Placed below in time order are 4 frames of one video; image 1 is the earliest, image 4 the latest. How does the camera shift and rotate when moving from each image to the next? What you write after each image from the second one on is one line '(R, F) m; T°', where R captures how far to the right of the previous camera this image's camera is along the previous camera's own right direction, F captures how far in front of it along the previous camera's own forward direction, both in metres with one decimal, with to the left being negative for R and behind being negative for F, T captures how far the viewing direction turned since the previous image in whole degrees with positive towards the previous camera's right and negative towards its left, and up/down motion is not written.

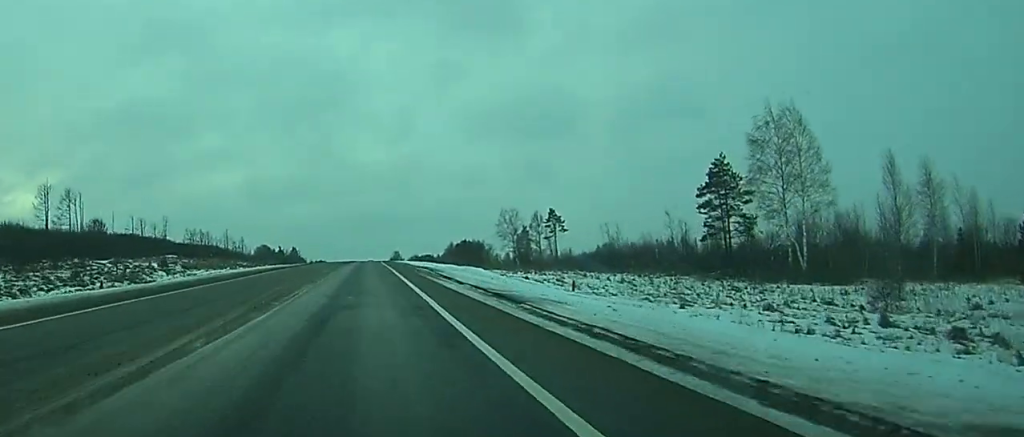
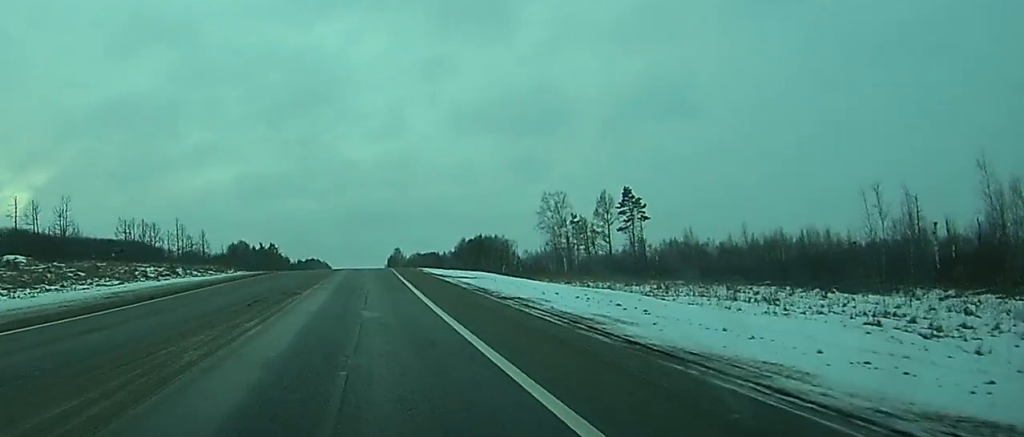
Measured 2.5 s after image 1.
(-0.2, +63.5) m; 0°
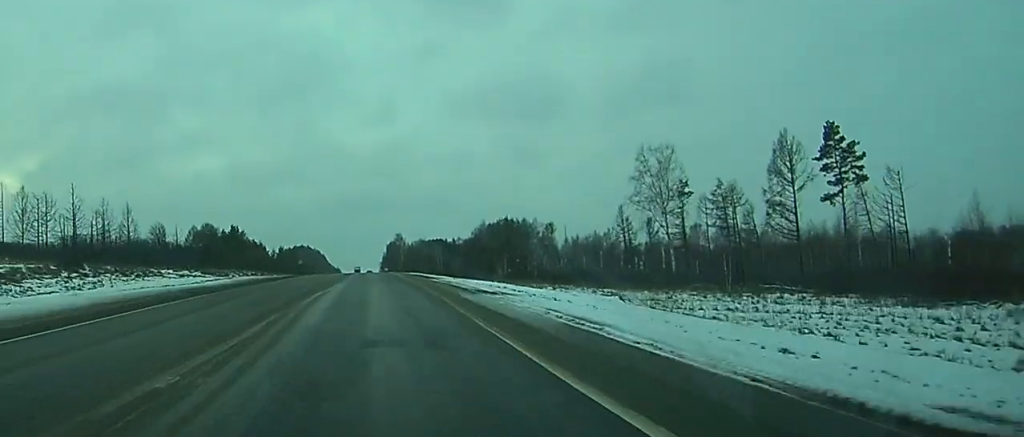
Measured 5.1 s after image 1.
(+0.5, +66.7) m; +1°
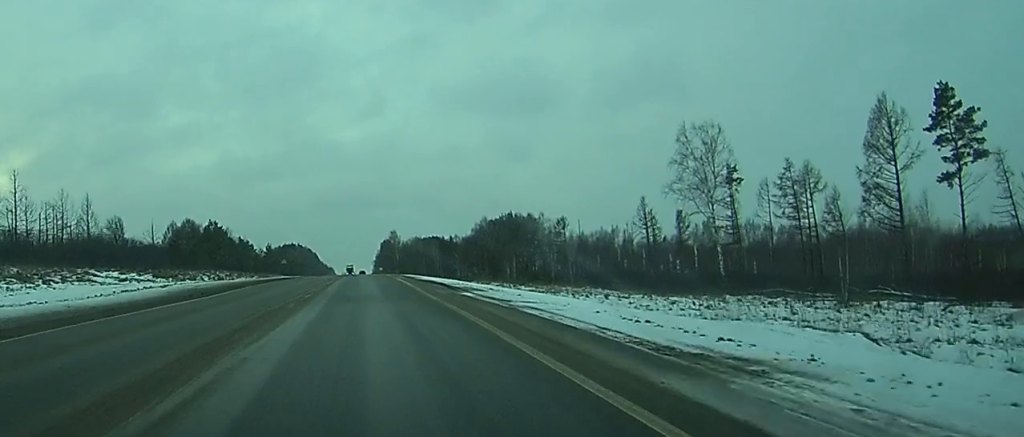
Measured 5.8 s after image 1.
(+0.1, +18.6) m; 0°
